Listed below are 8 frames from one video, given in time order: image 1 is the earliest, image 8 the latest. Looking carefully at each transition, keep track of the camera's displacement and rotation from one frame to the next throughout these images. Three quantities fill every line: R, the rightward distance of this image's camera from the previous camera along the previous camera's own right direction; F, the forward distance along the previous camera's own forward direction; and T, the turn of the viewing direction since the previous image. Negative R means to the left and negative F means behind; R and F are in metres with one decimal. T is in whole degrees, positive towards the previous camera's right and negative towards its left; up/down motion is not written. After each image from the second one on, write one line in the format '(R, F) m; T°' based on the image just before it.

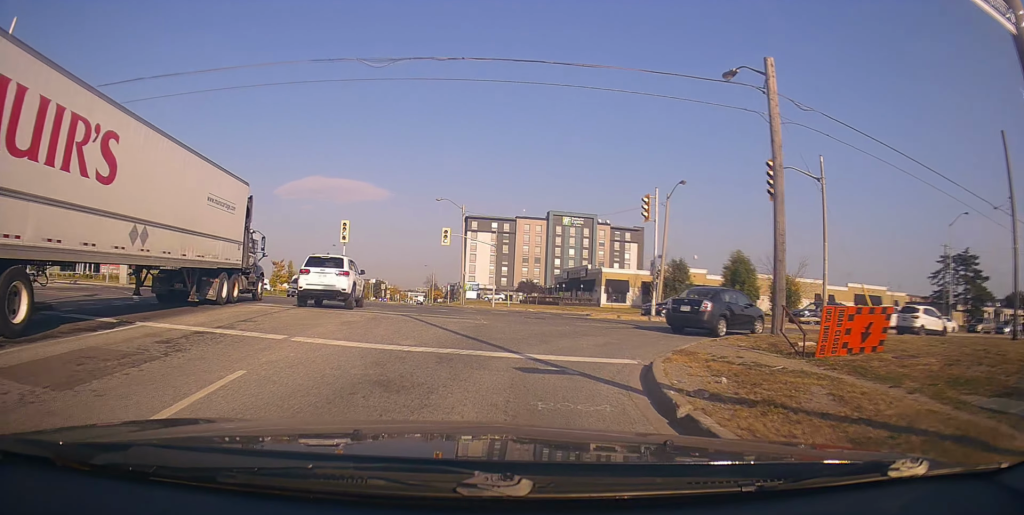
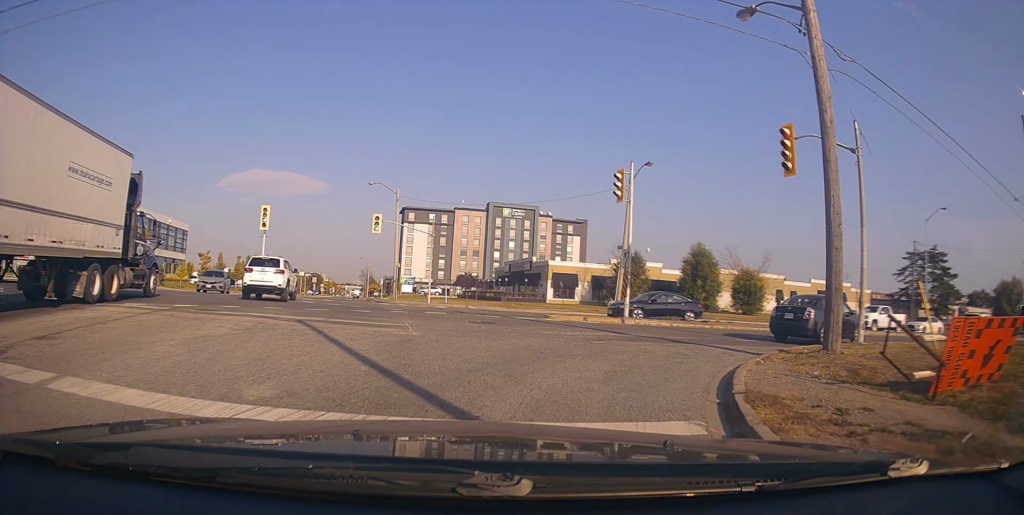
(+0.3, +5.2) m; +6°
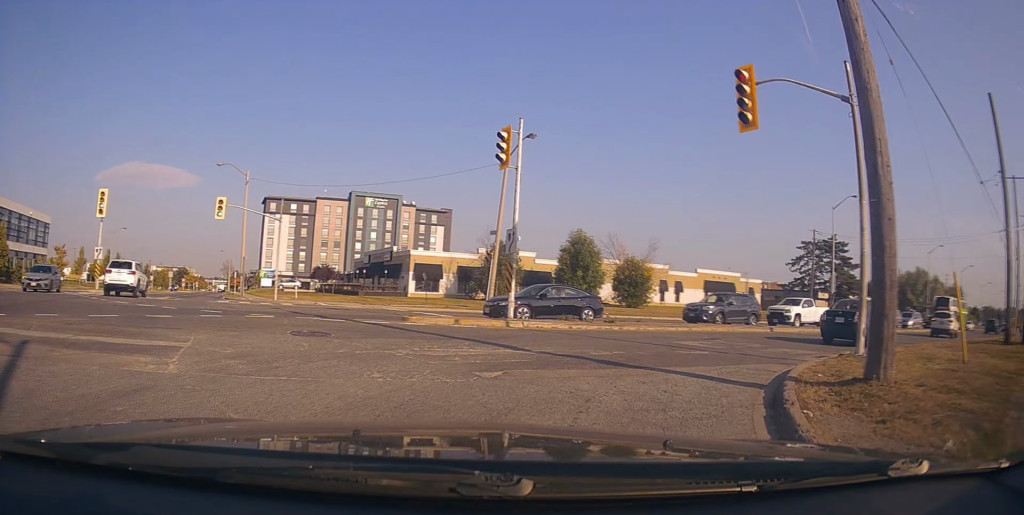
(+0.3, +5.3) m; +12°
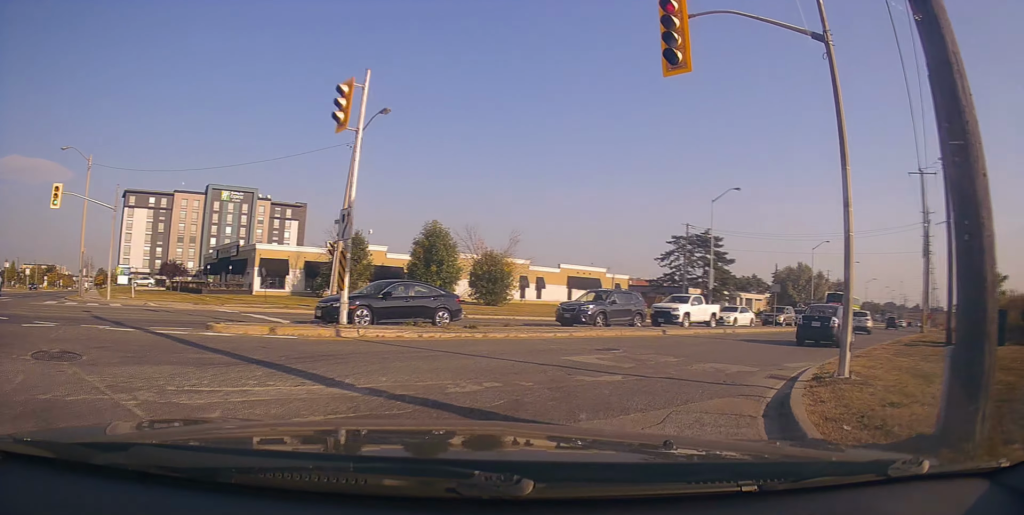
(-0.3, +4.0) m; +13°
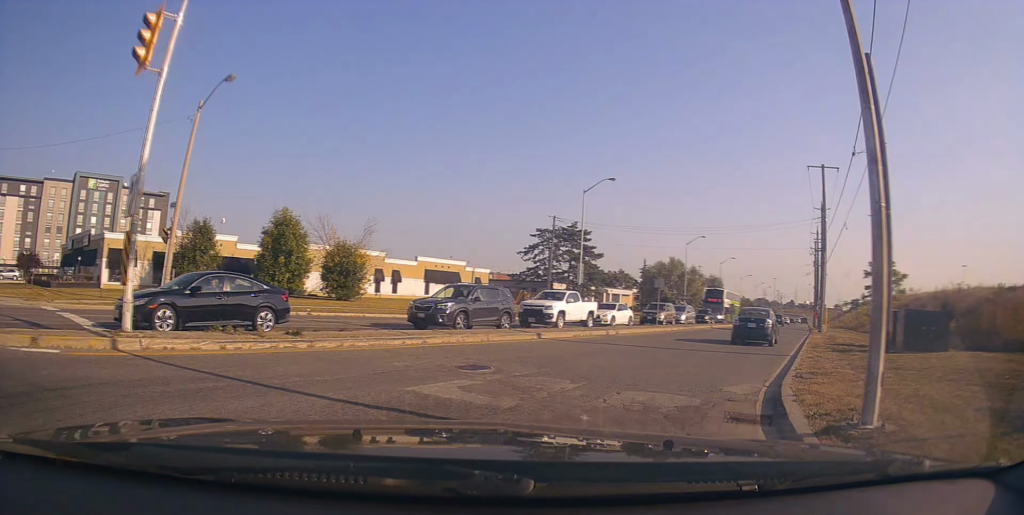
(+1.1, +3.6) m; +14°
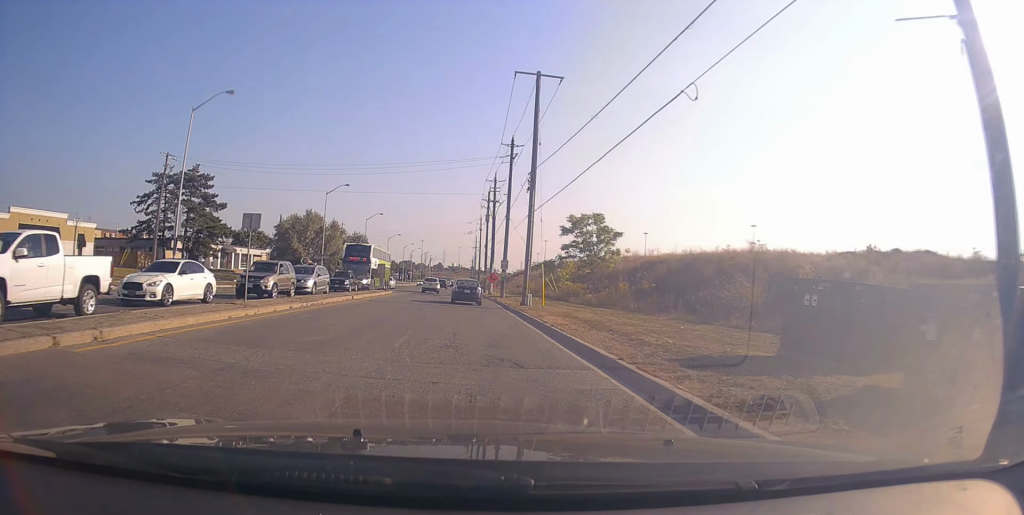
(+6.9, +14.6) m; +42°
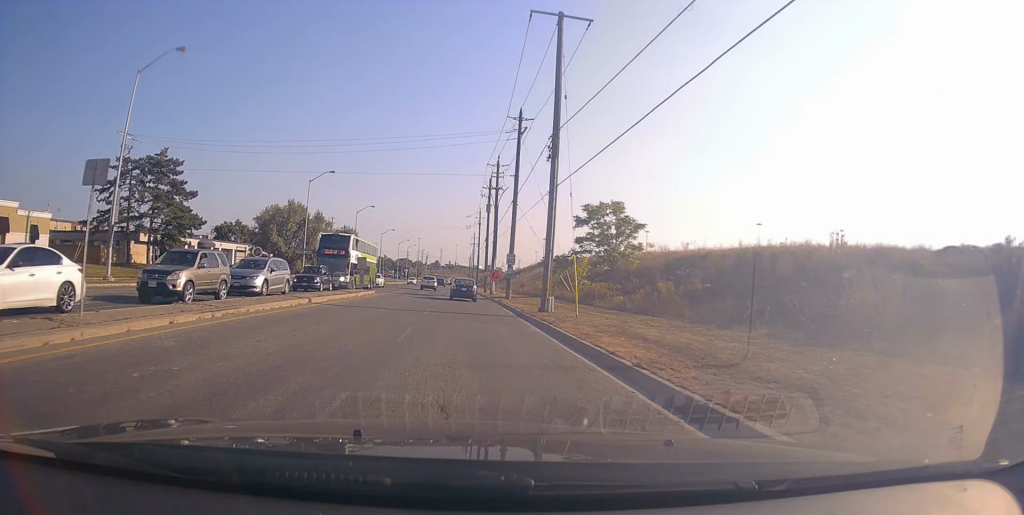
(+0.8, +8.2) m; +3°
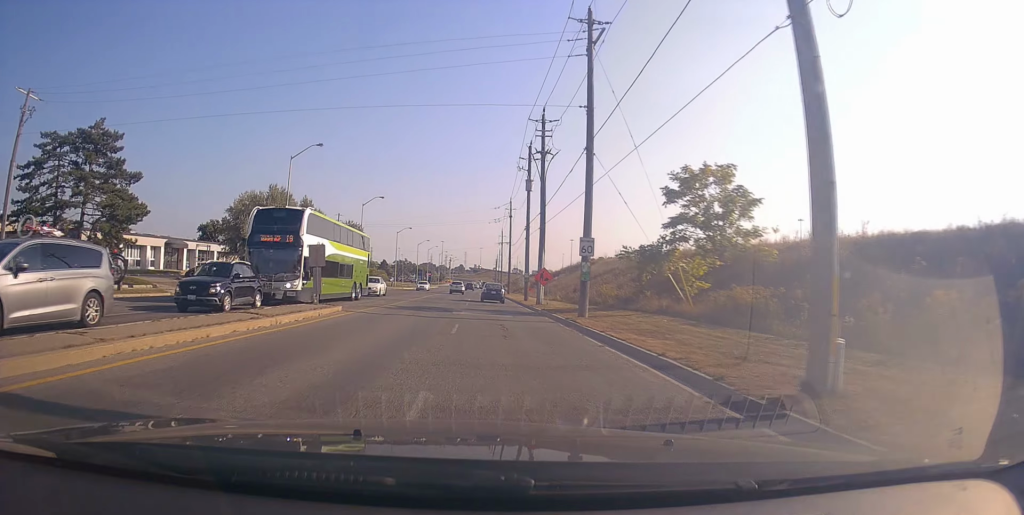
(-1.5, +16.9) m; -7°
